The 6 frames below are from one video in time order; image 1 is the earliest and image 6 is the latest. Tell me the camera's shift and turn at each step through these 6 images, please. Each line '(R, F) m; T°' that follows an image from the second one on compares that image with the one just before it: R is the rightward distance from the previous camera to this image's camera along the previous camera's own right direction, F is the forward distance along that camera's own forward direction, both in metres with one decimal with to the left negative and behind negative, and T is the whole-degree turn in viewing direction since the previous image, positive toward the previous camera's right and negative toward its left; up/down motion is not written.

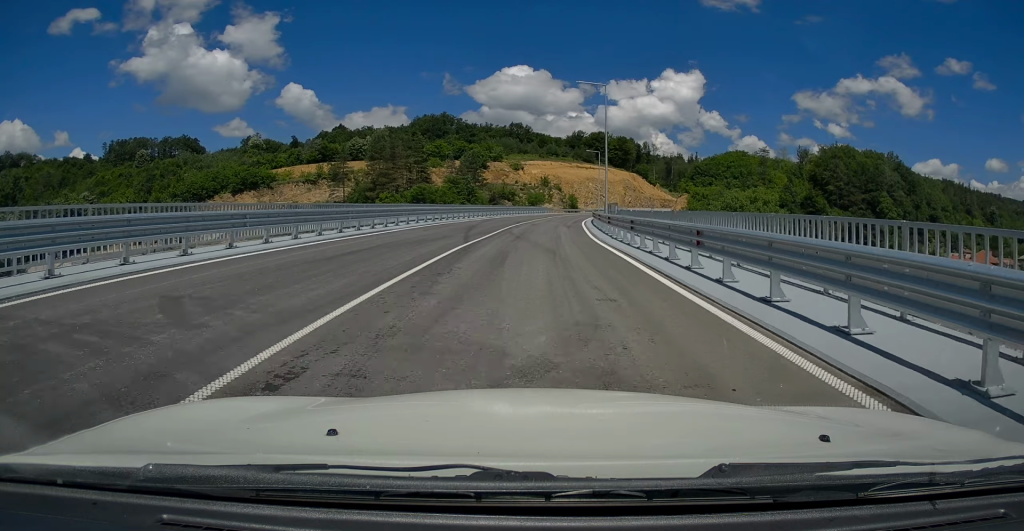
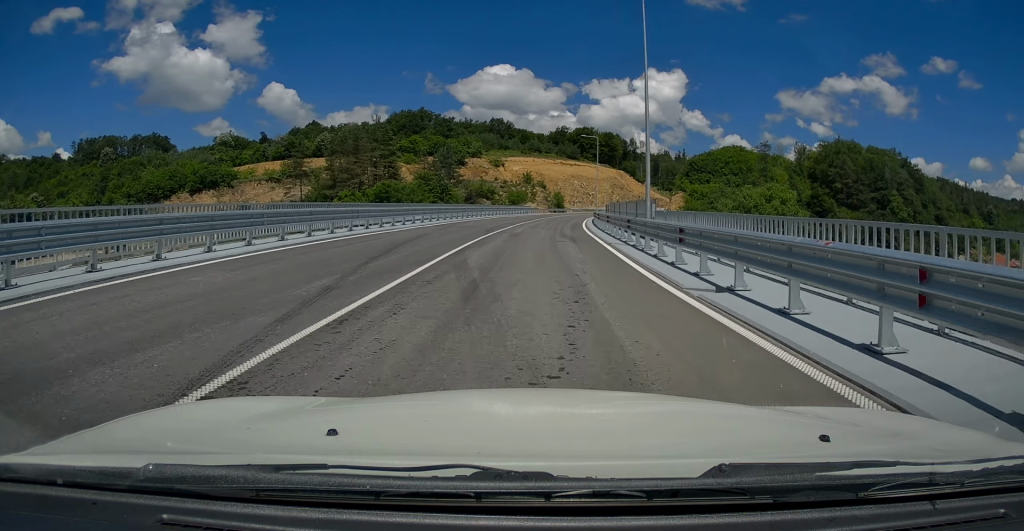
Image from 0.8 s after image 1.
(+0.1, +14.9) m; +1°
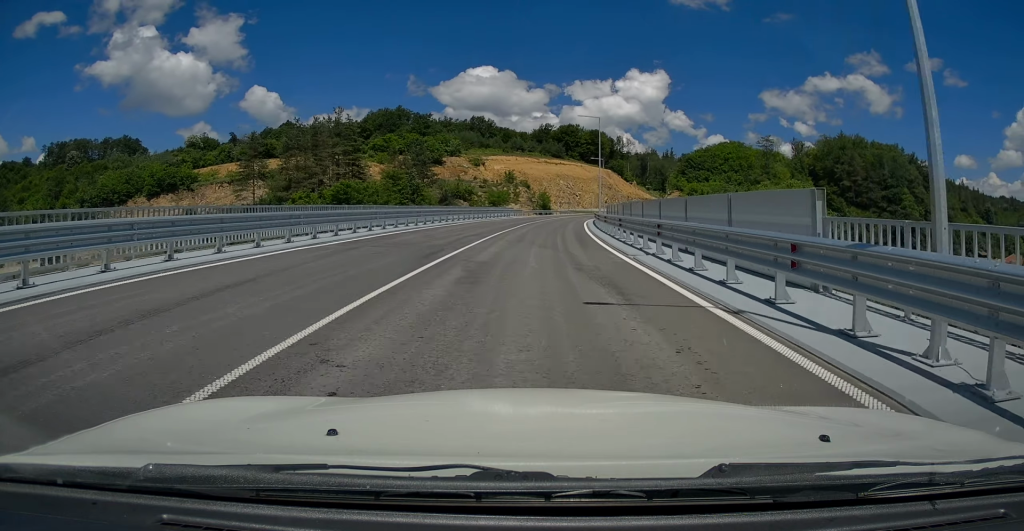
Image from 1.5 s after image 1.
(0.0, +13.5) m; +1°
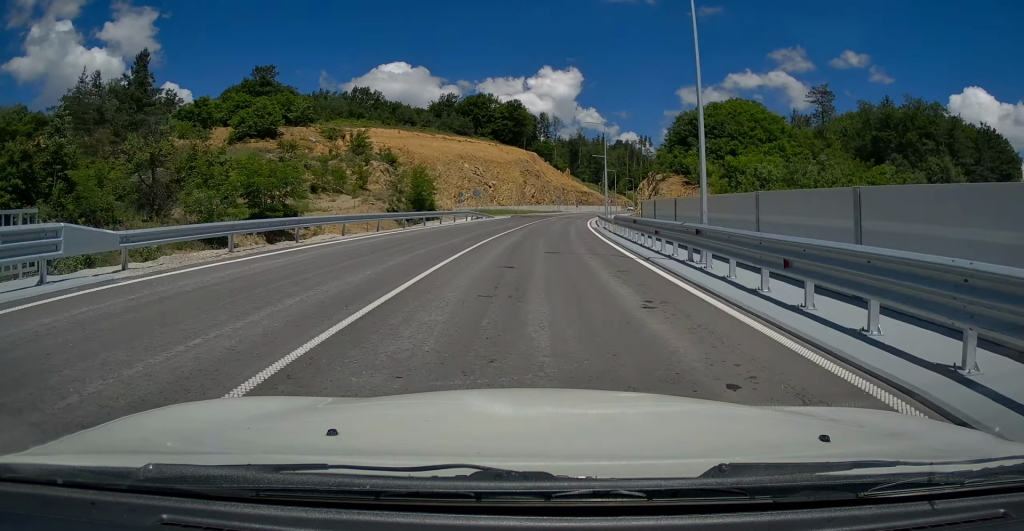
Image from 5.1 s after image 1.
(+5.0, +69.3) m; +8°
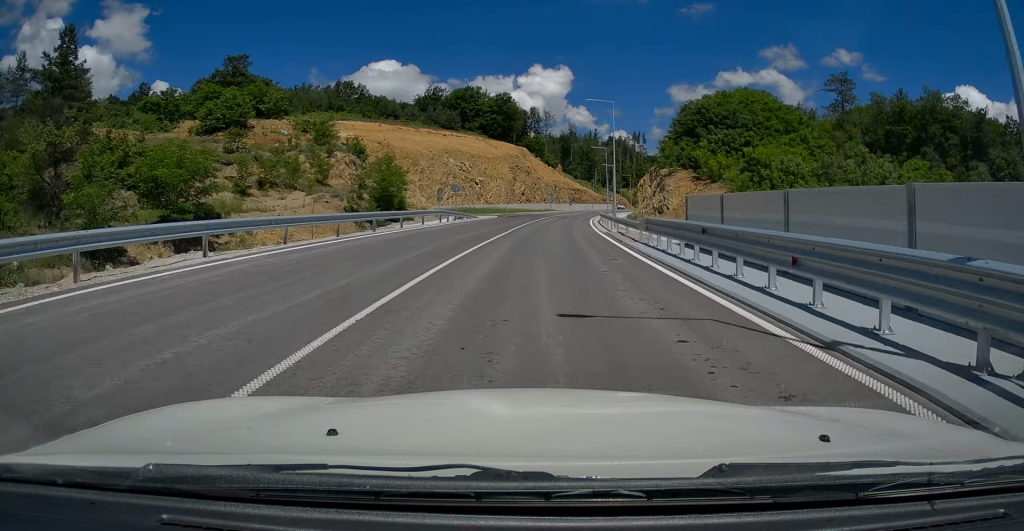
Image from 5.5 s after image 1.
(0.0, +9.1) m; +1°
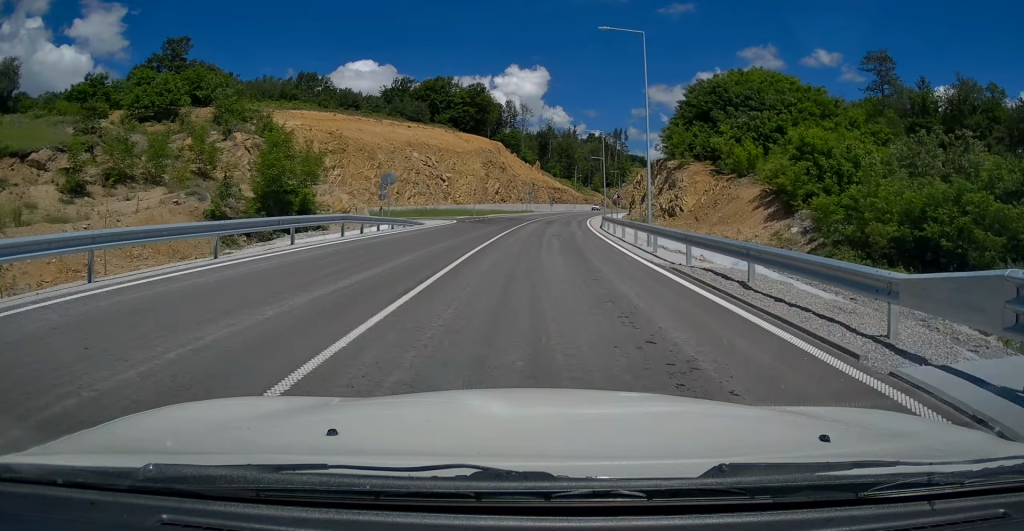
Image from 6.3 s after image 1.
(+0.4, +15.8) m; +3°
